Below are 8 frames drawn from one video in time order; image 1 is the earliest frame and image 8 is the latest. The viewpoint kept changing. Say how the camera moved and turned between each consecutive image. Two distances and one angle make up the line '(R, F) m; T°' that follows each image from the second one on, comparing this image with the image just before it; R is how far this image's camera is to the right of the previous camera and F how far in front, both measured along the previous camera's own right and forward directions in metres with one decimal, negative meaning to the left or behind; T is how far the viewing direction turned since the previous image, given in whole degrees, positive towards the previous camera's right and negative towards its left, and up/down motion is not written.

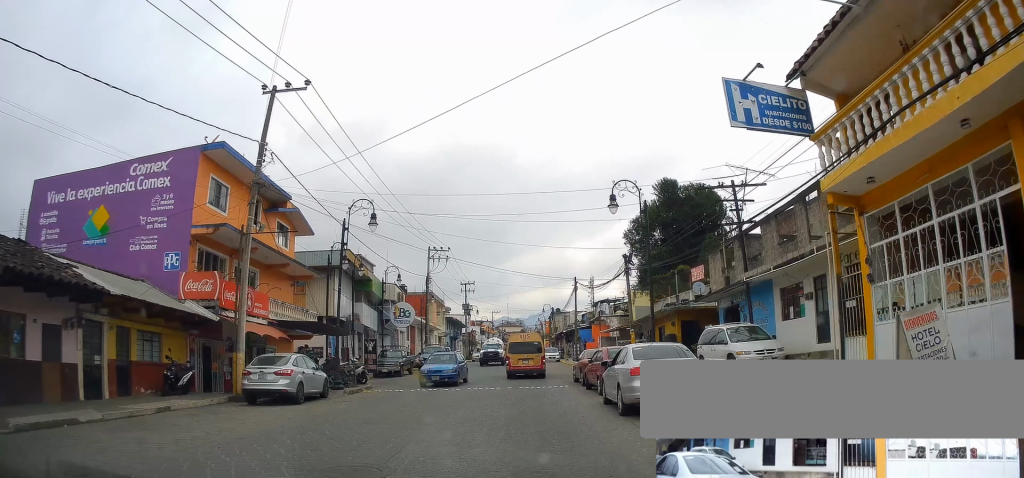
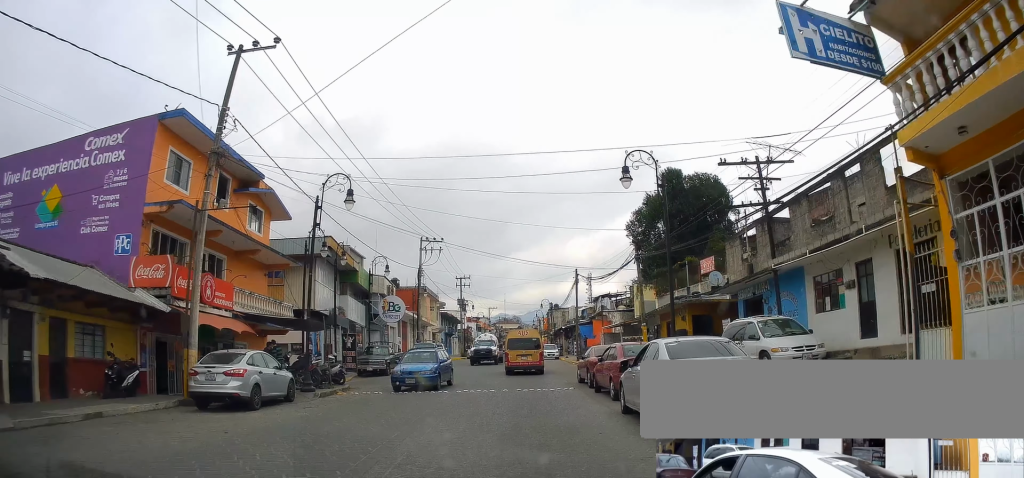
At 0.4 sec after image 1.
(+0.1, +3.2) m; 0°
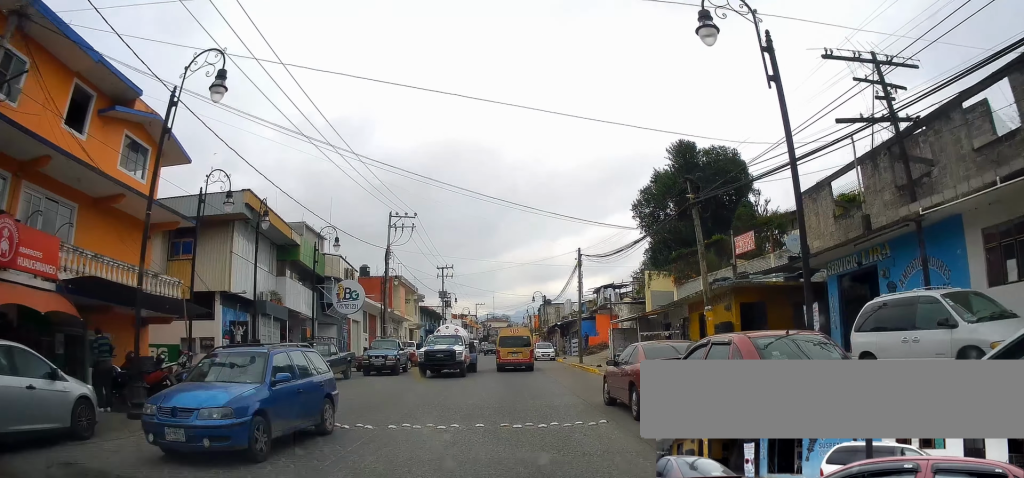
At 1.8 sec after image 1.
(0.0, +9.4) m; +1°
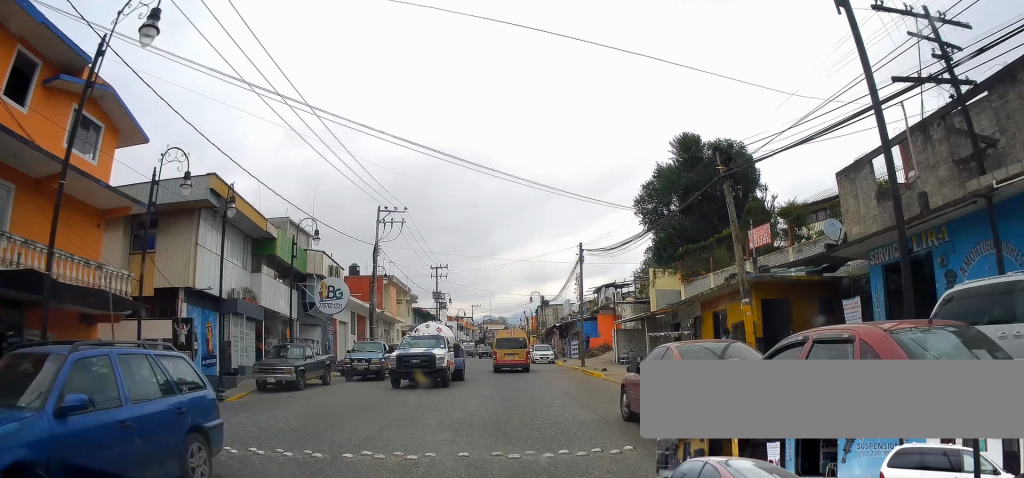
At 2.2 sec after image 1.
(+0.1, +2.7) m; 0°
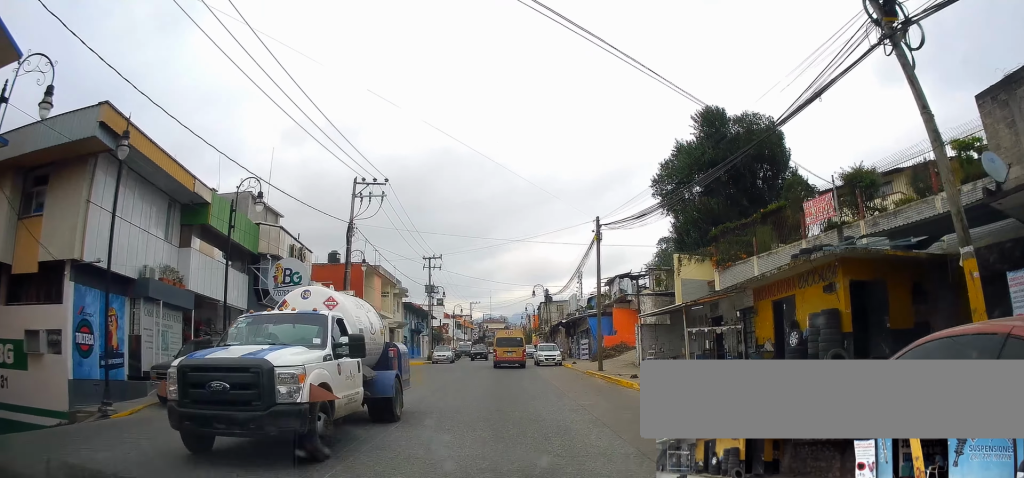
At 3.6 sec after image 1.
(0.0, +8.2) m; +1°
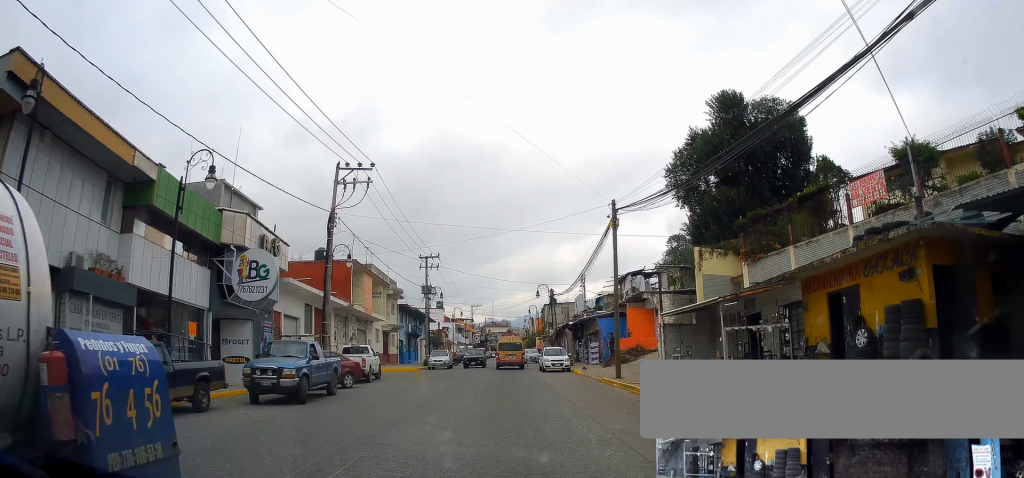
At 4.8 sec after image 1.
(+0.2, +5.2) m; -3°
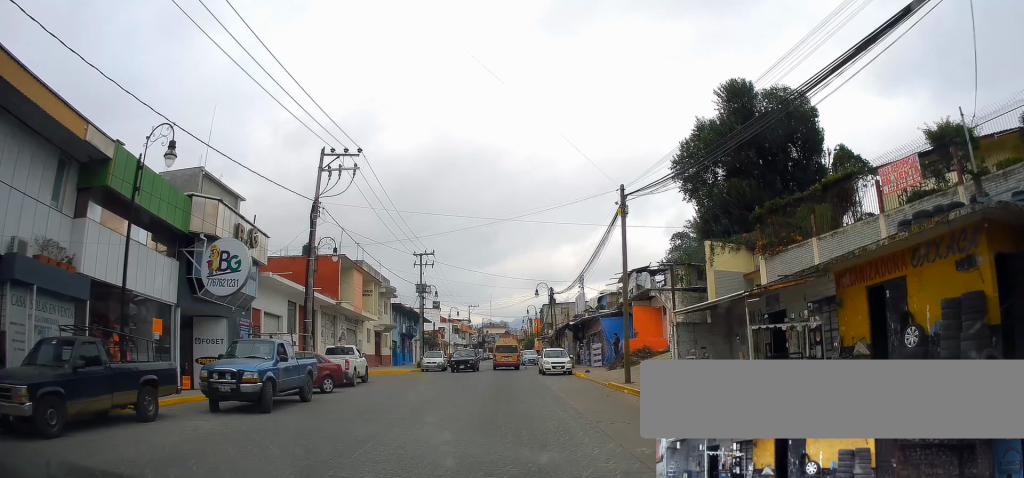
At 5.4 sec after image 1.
(-0.2, +2.3) m; +1°
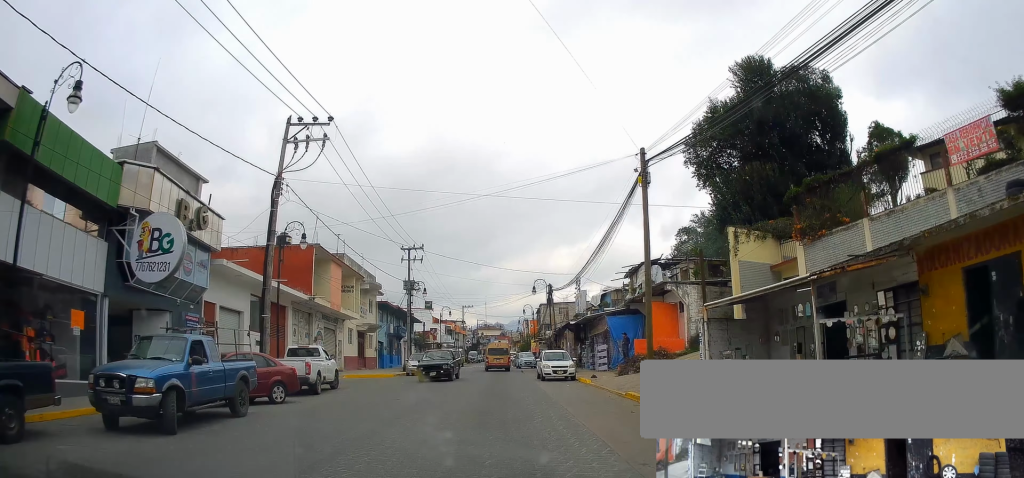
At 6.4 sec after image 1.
(+0.1, +3.4) m; +3°
